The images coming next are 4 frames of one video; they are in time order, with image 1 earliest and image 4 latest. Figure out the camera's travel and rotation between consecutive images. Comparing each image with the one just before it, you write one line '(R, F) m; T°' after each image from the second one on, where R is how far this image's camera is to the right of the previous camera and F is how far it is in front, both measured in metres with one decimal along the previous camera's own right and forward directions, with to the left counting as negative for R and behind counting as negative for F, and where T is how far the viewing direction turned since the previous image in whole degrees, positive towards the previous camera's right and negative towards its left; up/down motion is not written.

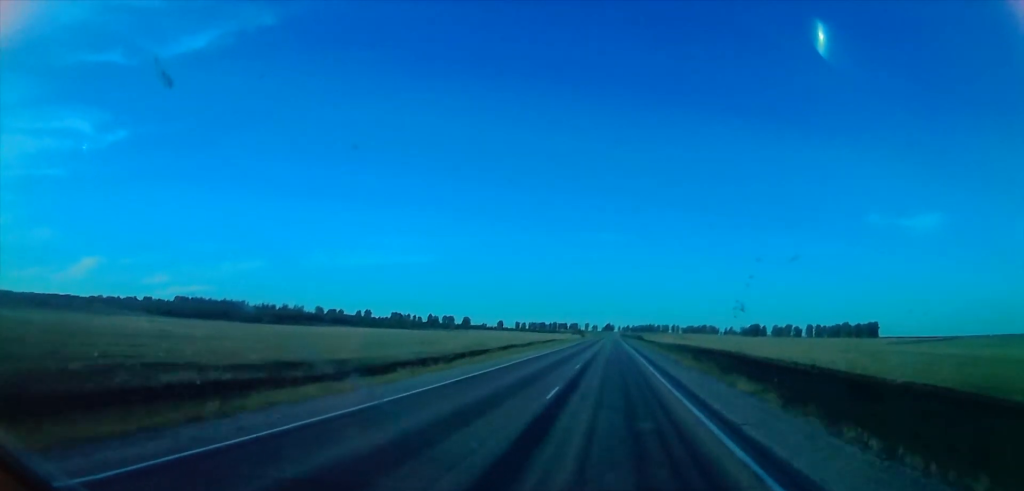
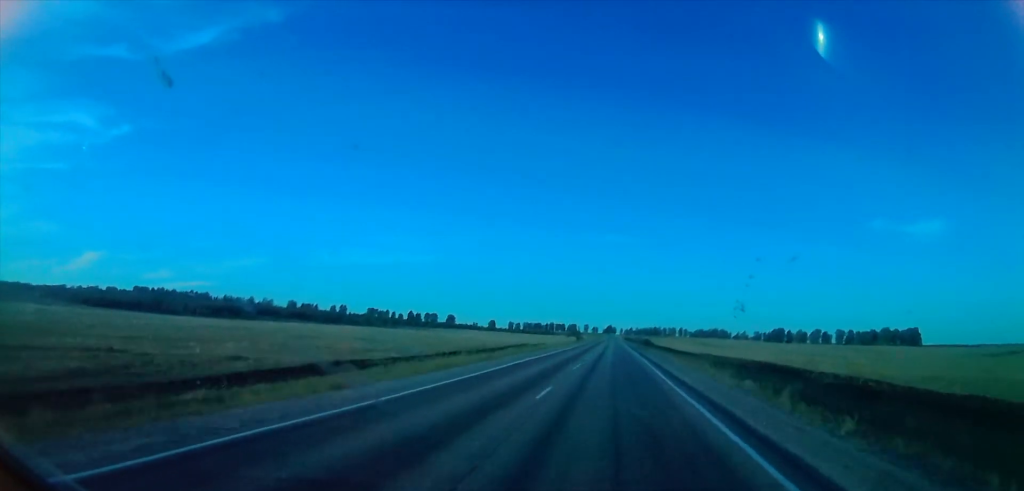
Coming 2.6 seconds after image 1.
(+0.5, +81.6) m; 0°
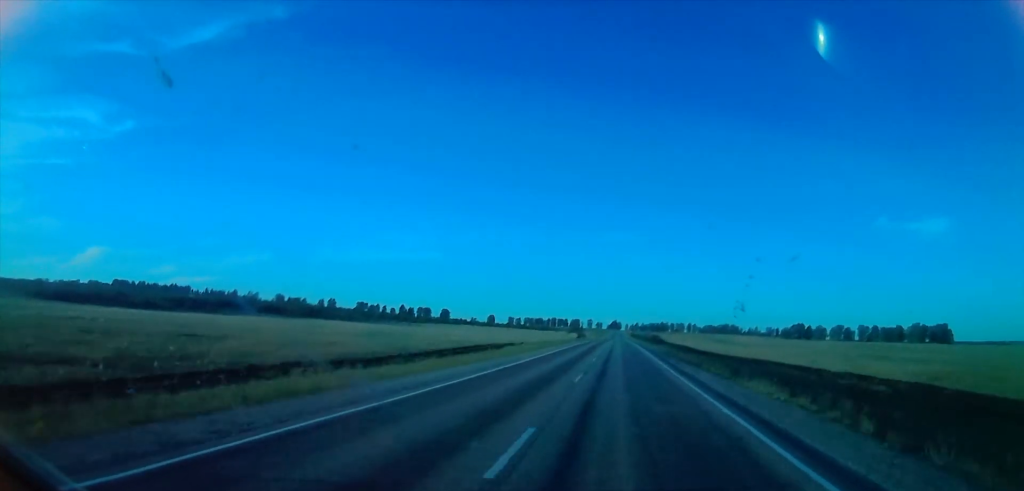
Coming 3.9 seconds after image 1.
(-0.7, +39.2) m; -2°
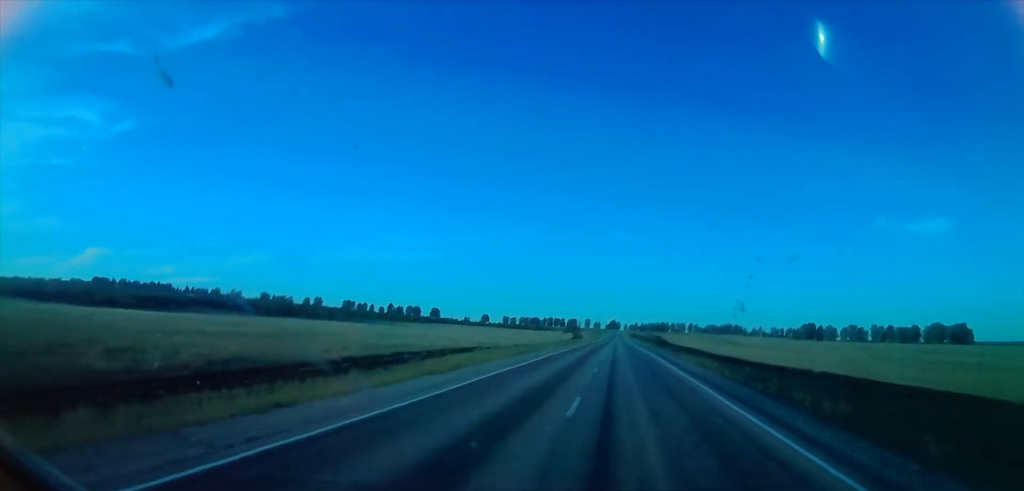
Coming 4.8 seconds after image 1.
(-0.5, +31.5) m; 0°
